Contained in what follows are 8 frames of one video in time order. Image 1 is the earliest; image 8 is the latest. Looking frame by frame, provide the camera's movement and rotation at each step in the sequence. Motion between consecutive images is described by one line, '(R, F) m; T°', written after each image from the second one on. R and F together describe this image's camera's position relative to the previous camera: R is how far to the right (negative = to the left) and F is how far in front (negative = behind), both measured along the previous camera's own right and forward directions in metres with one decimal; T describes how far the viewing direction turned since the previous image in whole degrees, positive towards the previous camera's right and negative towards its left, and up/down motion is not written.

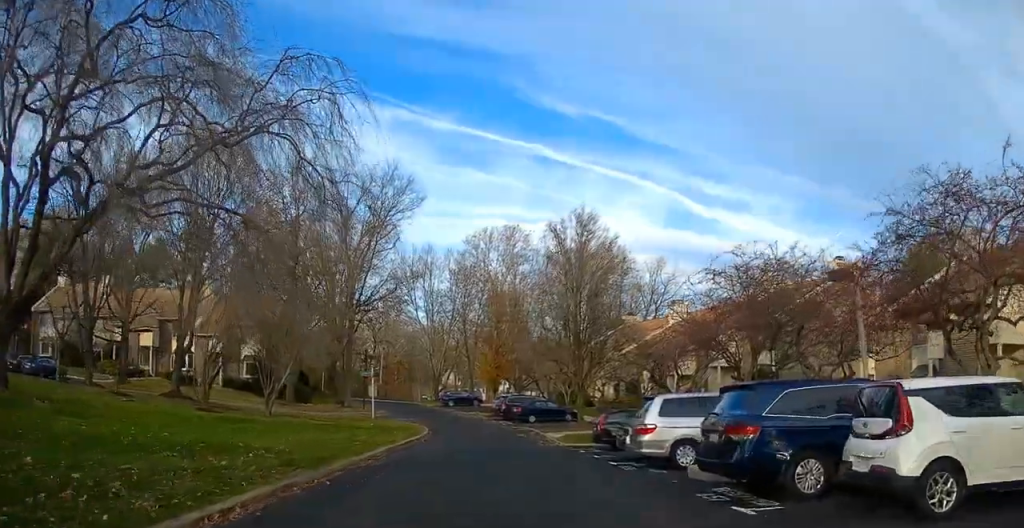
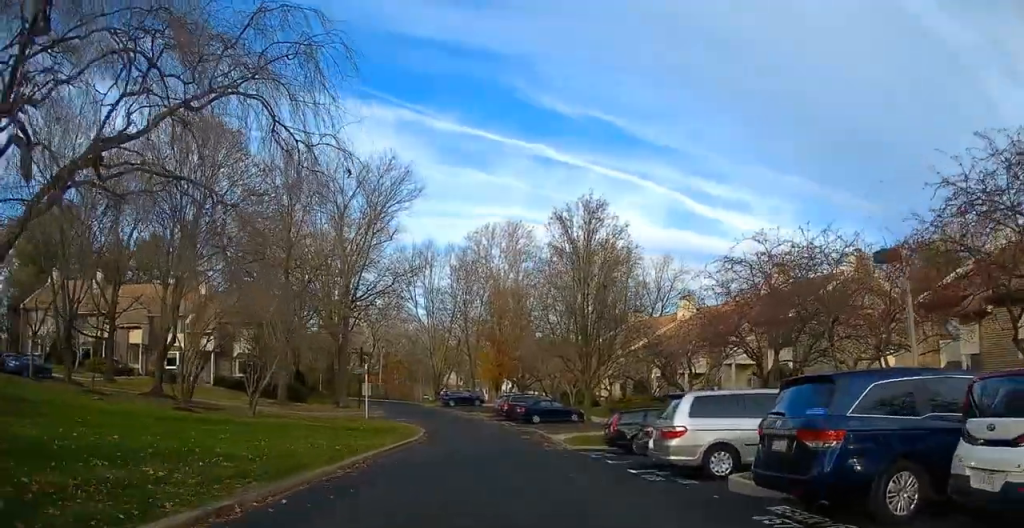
(0.0, +2.3) m; 0°
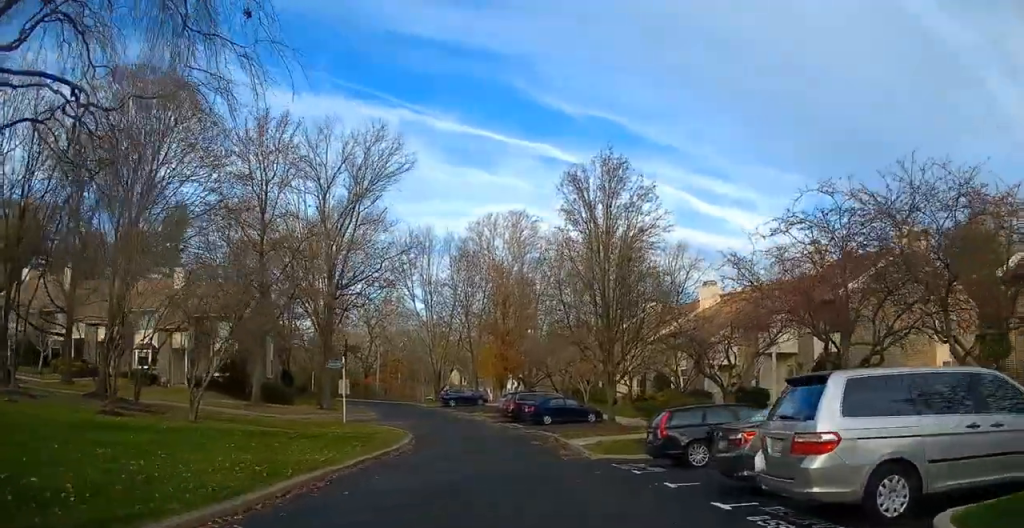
(-0.1, +5.9) m; -1°
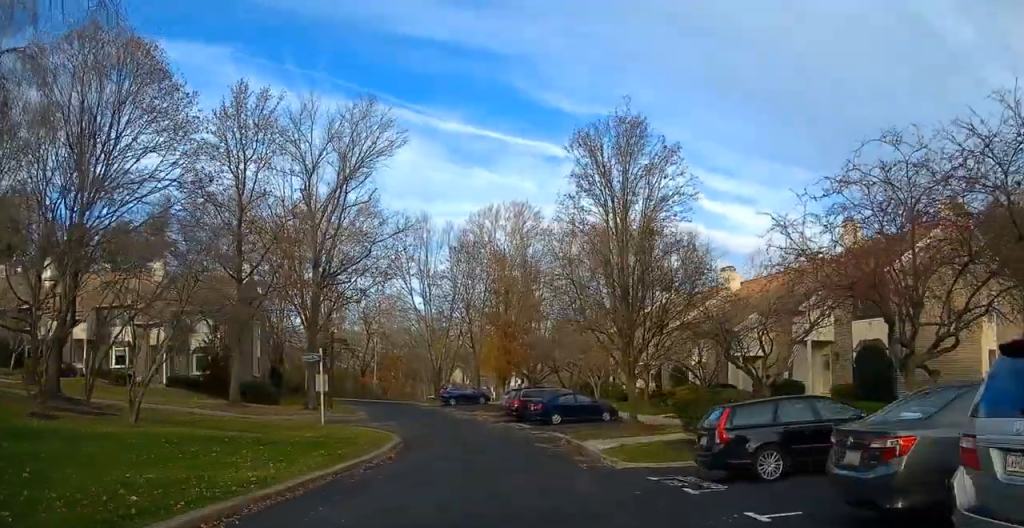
(0.0, +4.0) m; 0°
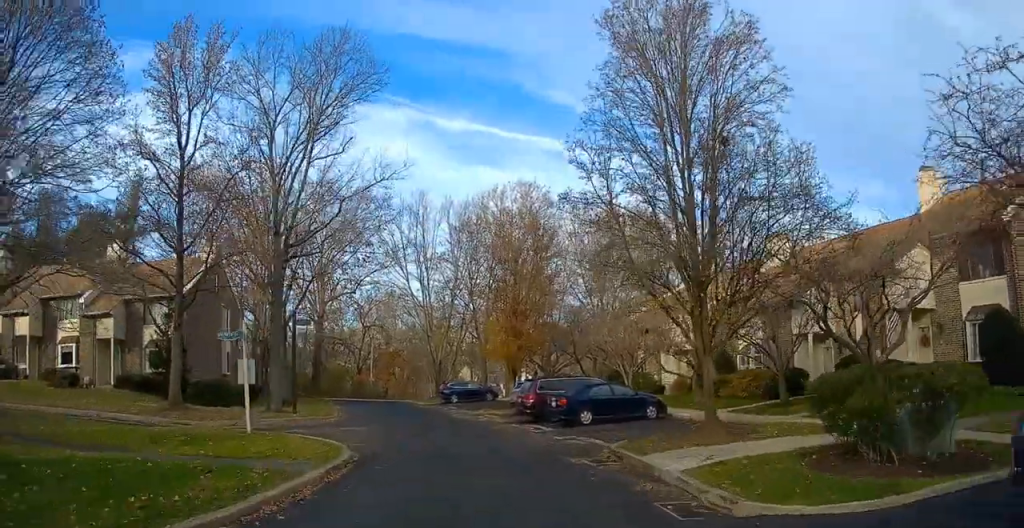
(0.0, +8.3) m; -1°
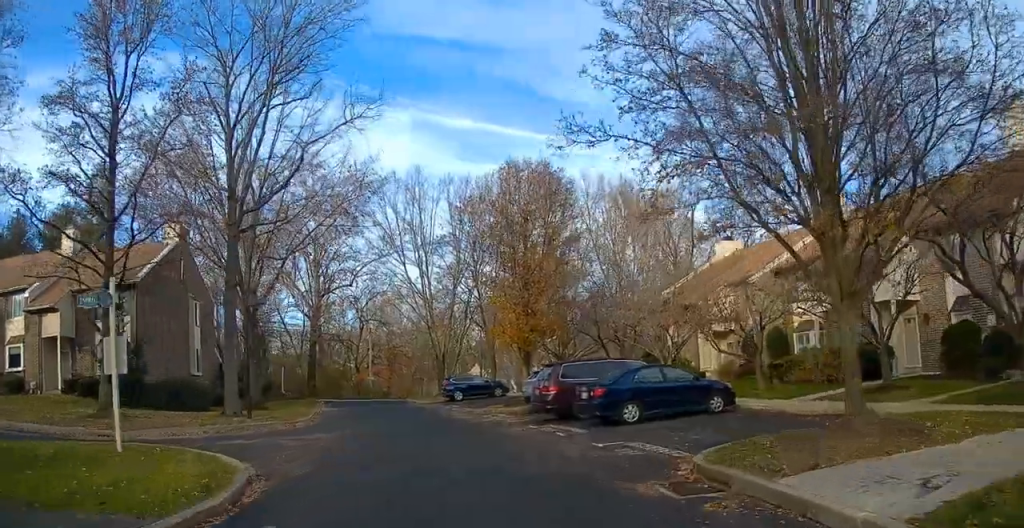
(-0.1, +6.9) m; -3°
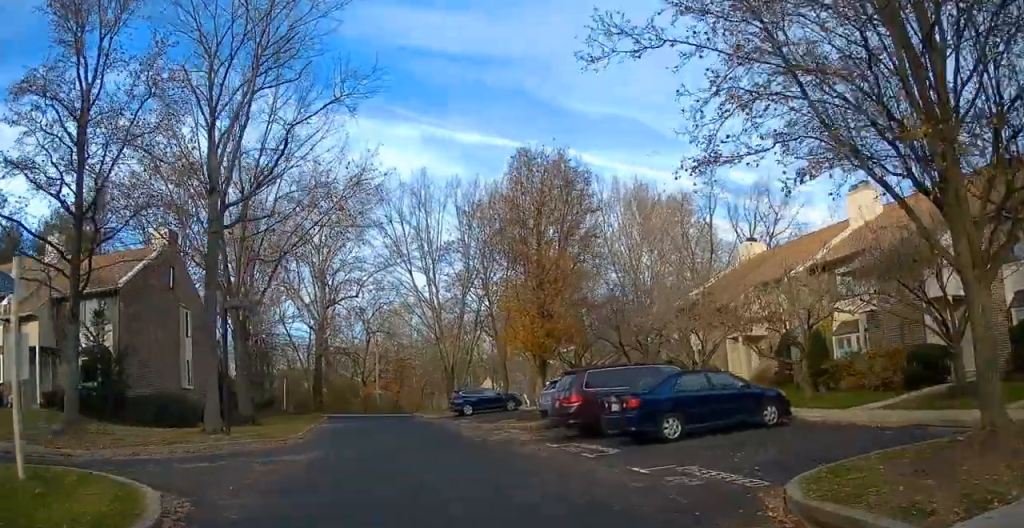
(+0.1, +3.0) m; -2°
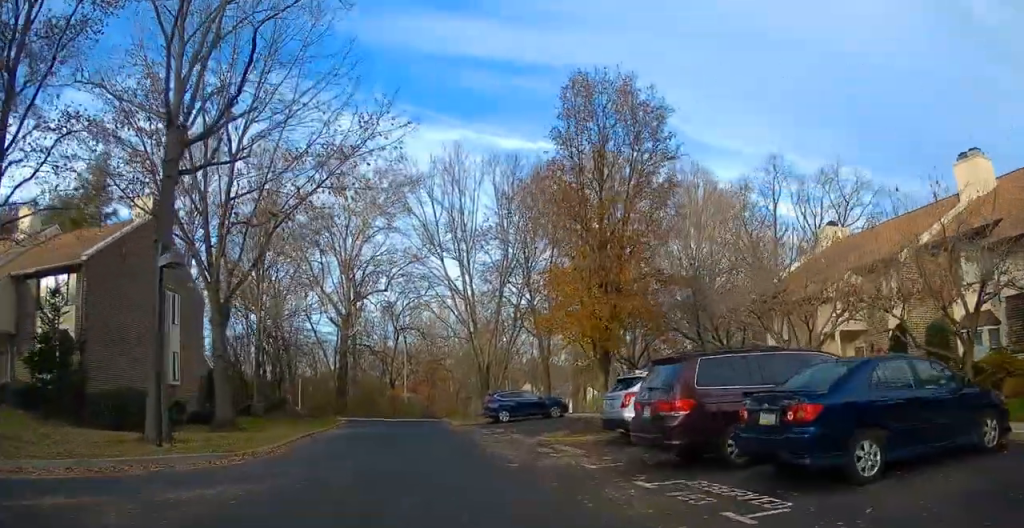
(-0.5, +6.7) m; -1°
